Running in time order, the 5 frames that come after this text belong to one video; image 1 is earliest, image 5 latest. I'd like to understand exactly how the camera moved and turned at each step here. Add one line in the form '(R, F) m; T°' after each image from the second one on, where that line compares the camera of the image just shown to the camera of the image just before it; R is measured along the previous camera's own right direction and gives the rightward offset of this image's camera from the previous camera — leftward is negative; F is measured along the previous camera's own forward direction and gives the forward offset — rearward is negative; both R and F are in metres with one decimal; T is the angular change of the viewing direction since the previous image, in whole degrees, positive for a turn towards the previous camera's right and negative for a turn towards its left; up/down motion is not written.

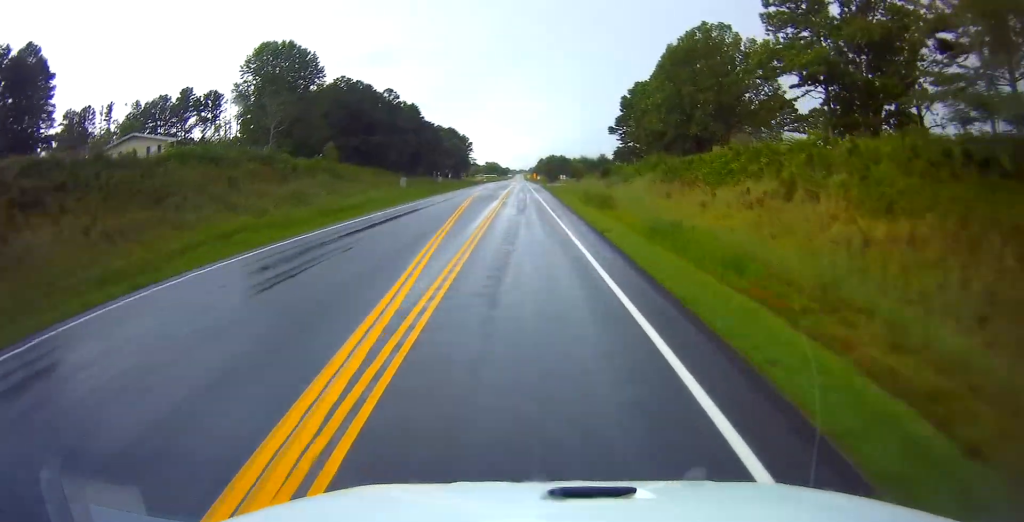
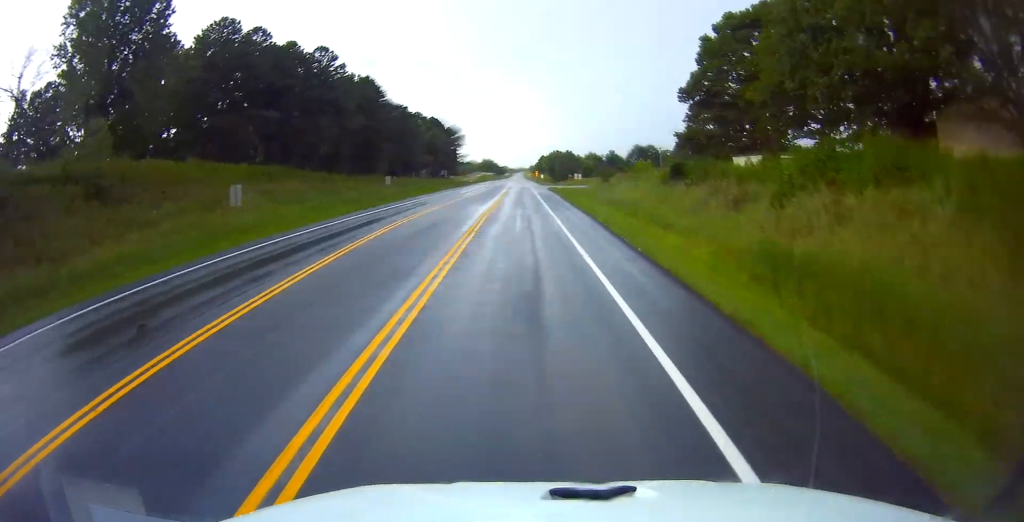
(+0.1, +42.5) m; -1°
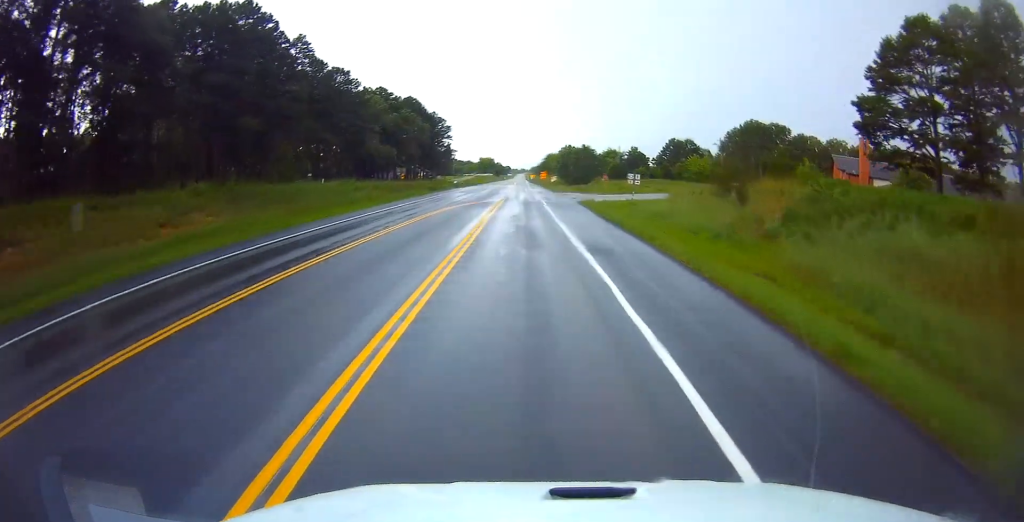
(-0.7, +51.5) m; 0°
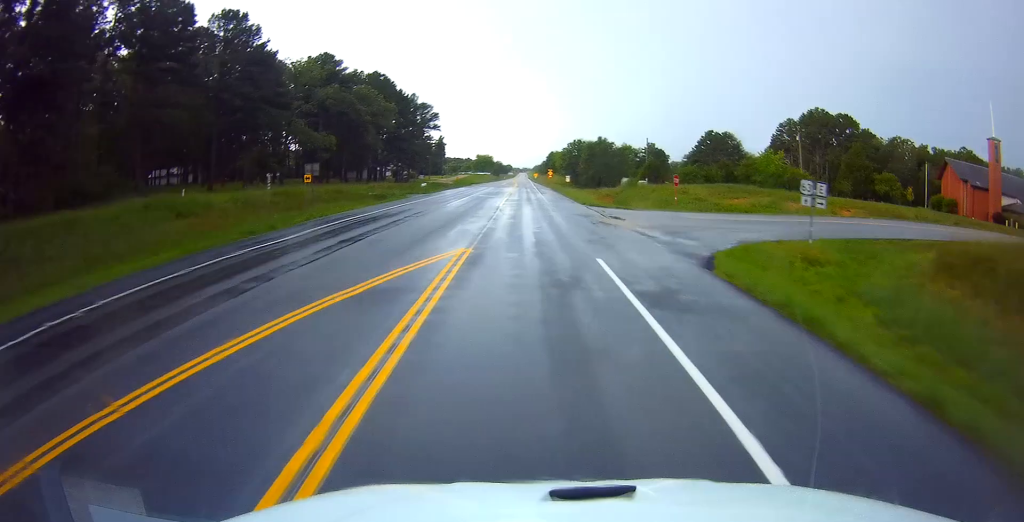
(+0.5, +37.5) m; 0°
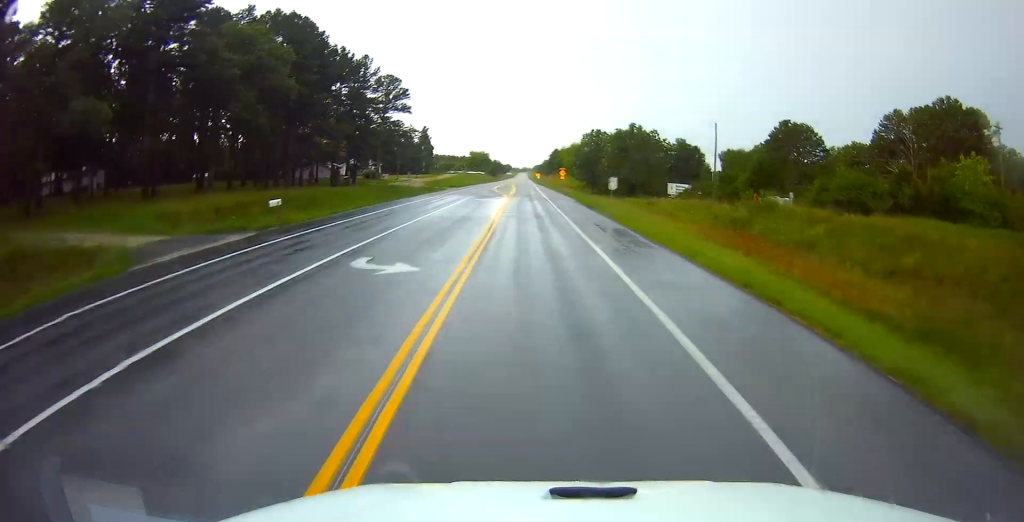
(-0.4, +45.2) m; +1°
